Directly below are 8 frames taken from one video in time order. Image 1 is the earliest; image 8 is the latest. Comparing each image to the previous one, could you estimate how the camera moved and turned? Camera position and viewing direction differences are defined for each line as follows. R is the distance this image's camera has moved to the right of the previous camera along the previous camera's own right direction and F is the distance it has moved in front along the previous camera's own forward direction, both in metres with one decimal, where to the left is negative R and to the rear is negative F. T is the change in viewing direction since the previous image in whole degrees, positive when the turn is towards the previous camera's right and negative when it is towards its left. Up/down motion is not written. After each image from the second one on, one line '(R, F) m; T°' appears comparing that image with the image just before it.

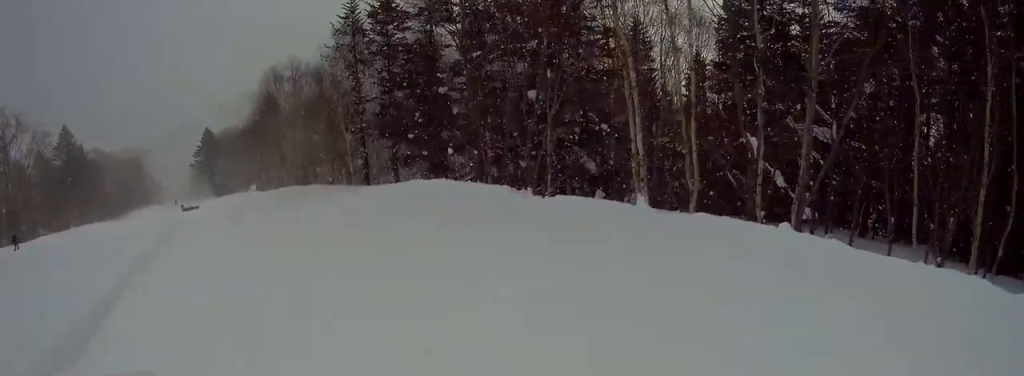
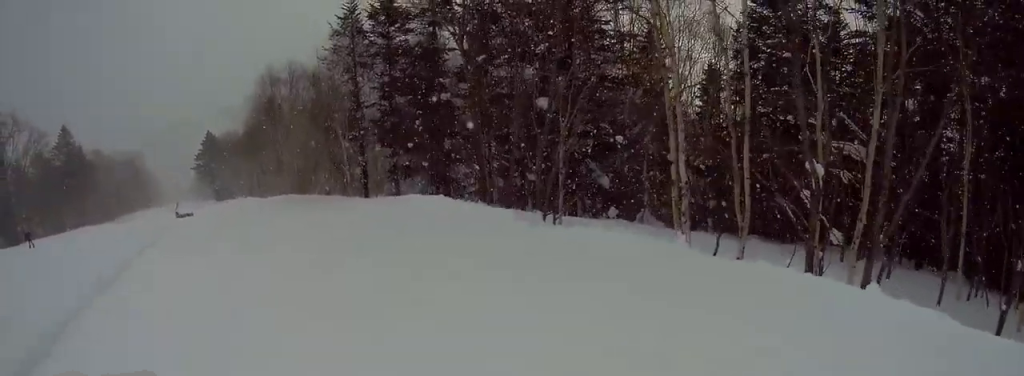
(0.0, +2.0) m; -7°
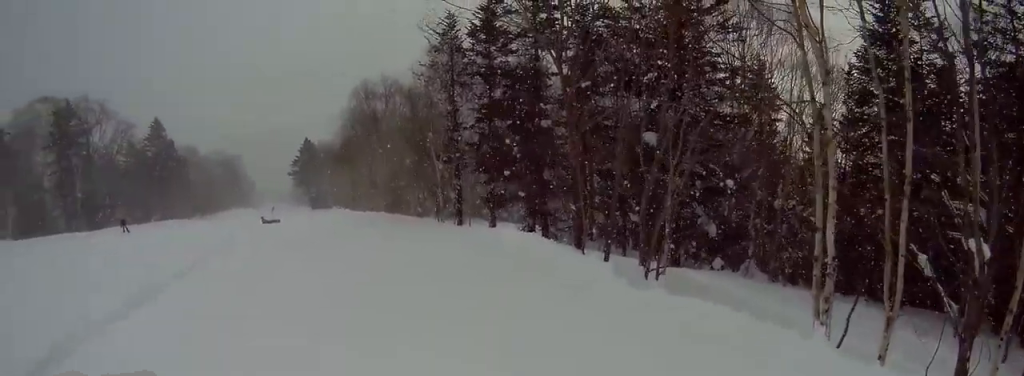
(+0.4, +1.8) m; -12°
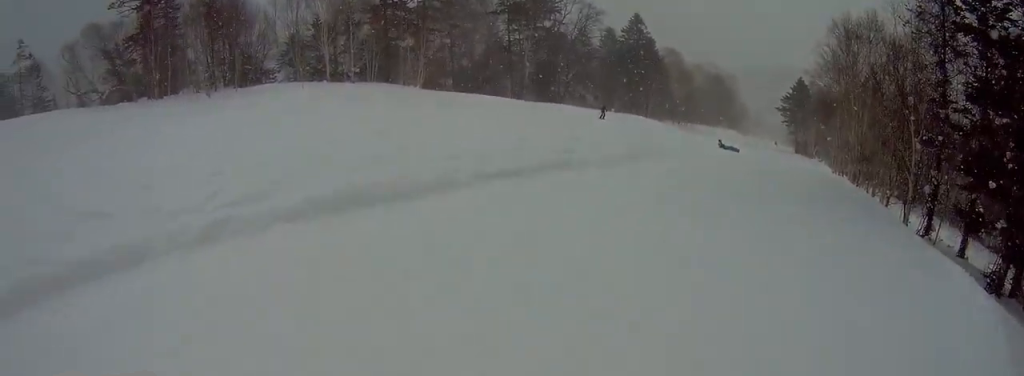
(-3.0, +5.7) m; -41°
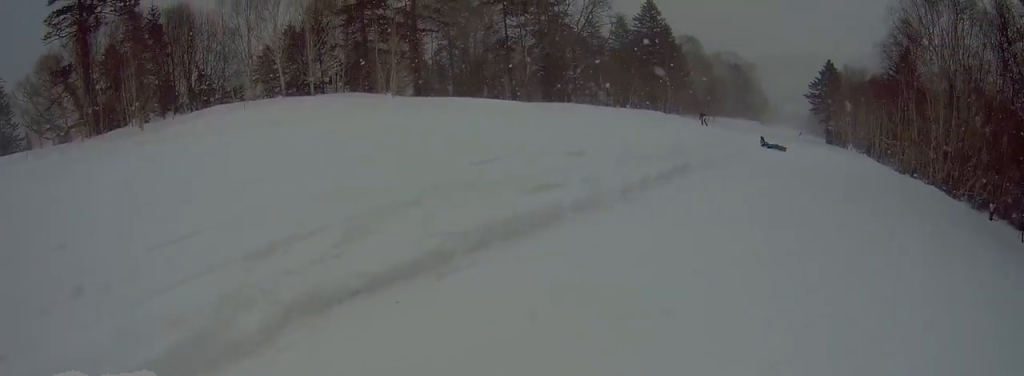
(-0.7, +9.1) m; +13°
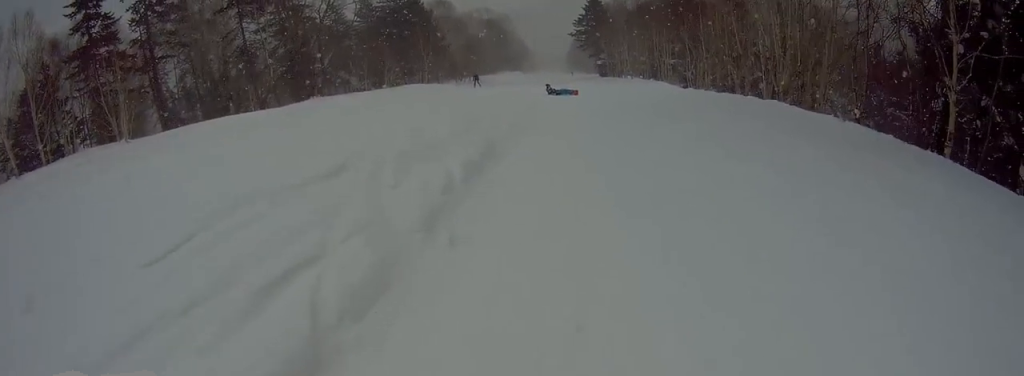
(+1.7, +4.8) m; +21°
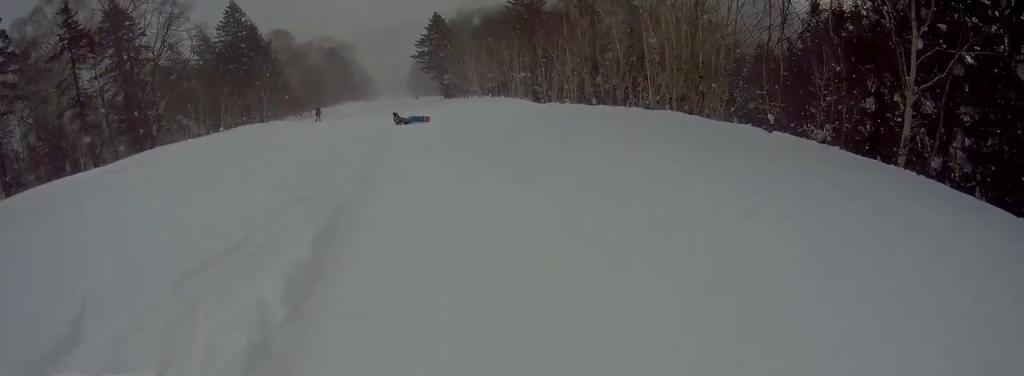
(+0.2, +3.8) m; +12°
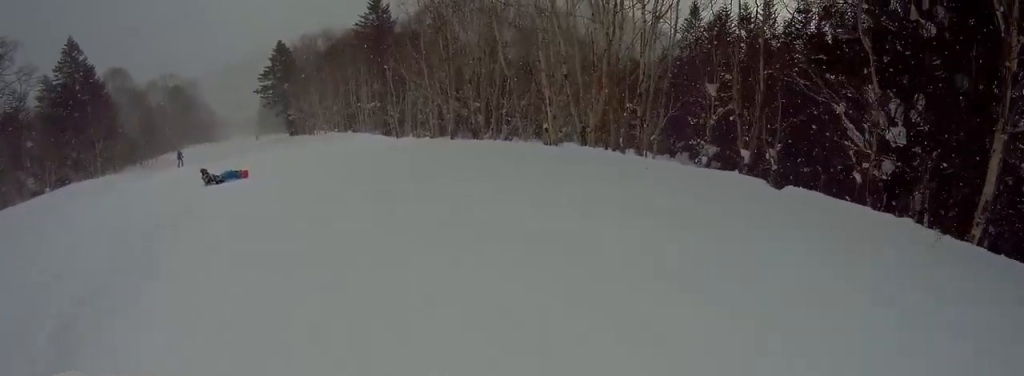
(+1.2, +6.3) m; +5°
